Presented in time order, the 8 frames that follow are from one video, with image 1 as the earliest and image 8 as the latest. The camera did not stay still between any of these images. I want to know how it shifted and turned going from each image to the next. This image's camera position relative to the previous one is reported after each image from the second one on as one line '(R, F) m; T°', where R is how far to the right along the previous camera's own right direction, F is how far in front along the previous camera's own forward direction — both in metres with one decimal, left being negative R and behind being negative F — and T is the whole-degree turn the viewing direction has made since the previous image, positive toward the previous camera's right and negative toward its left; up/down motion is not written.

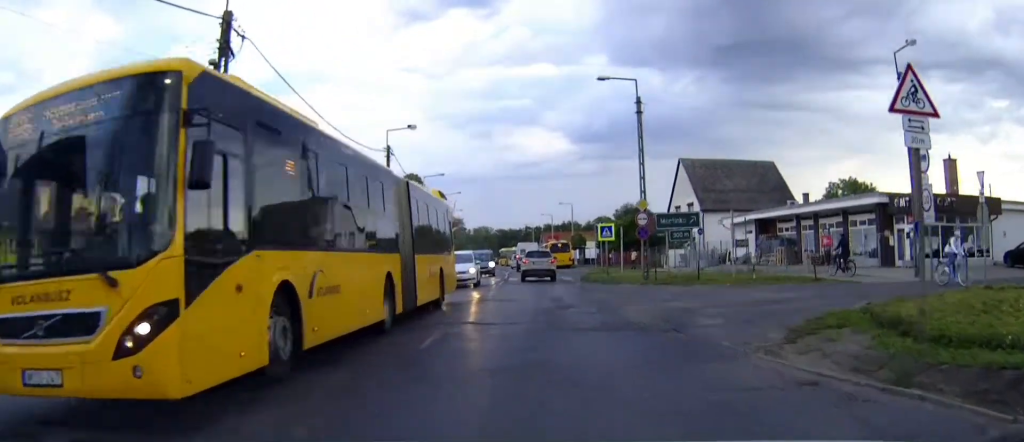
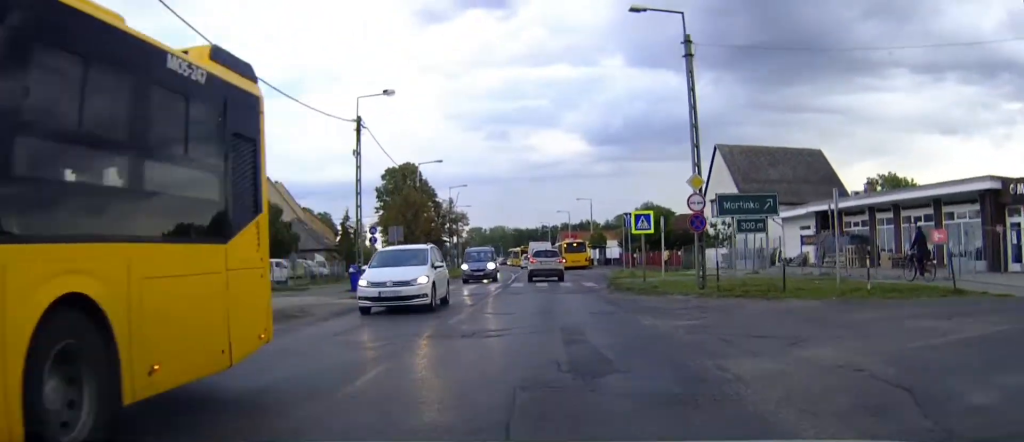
(-0.1, +9.1) m; -1°
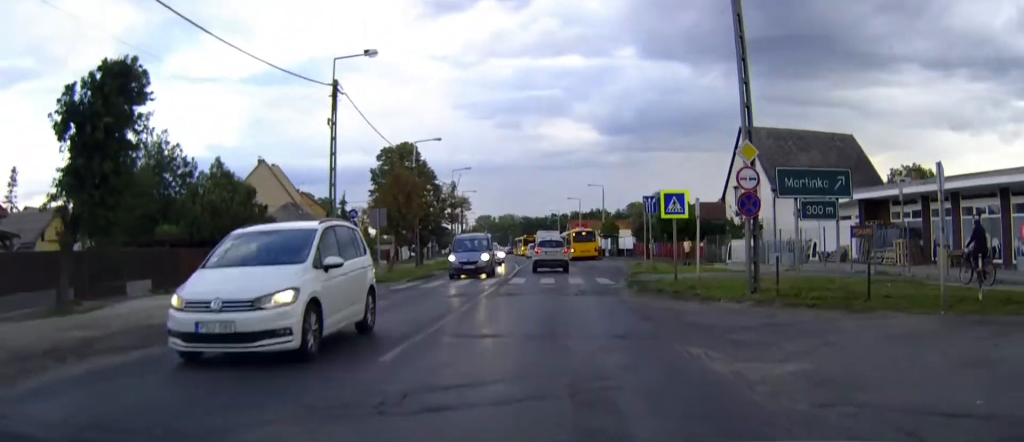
(-0.1, +5.5) m; -1°
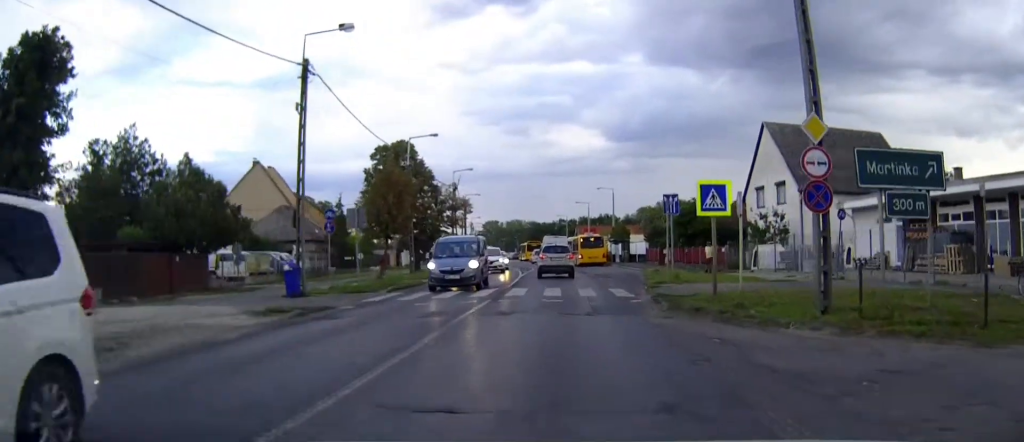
(0.0, +4.7) m; 0°
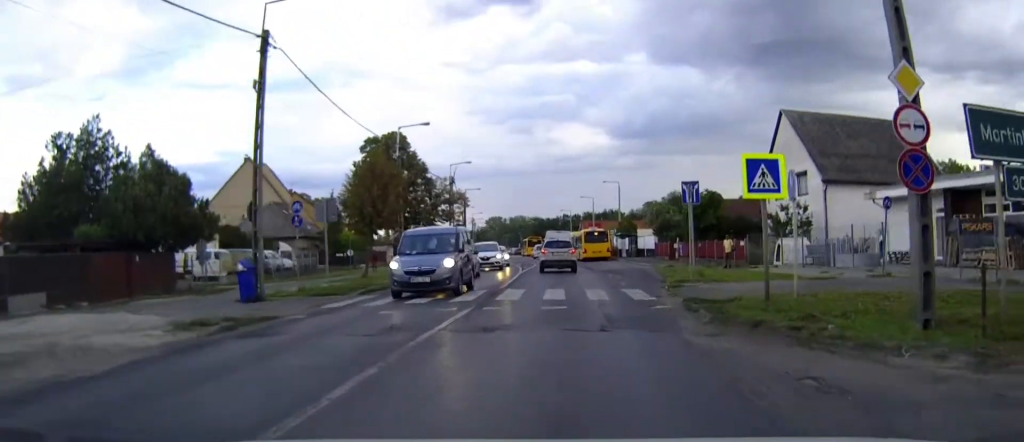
(0.0, +4.1) m; 0°
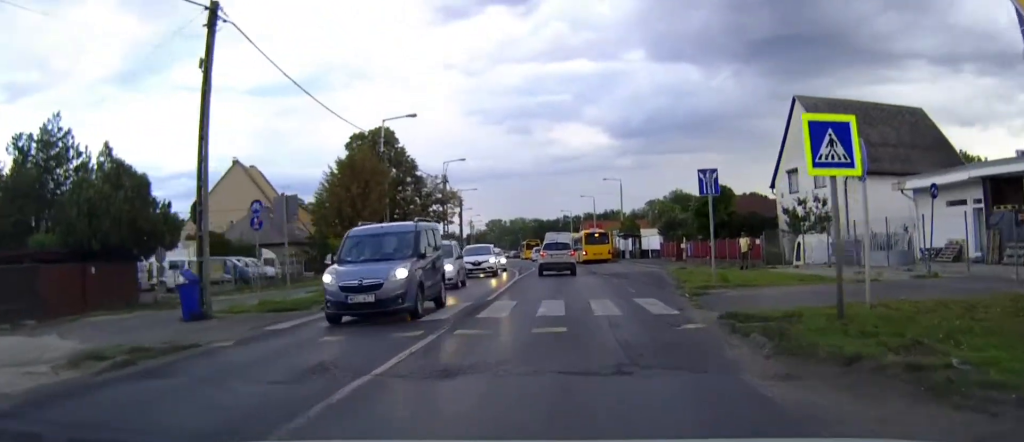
(0.0, +3.6) m; 0°
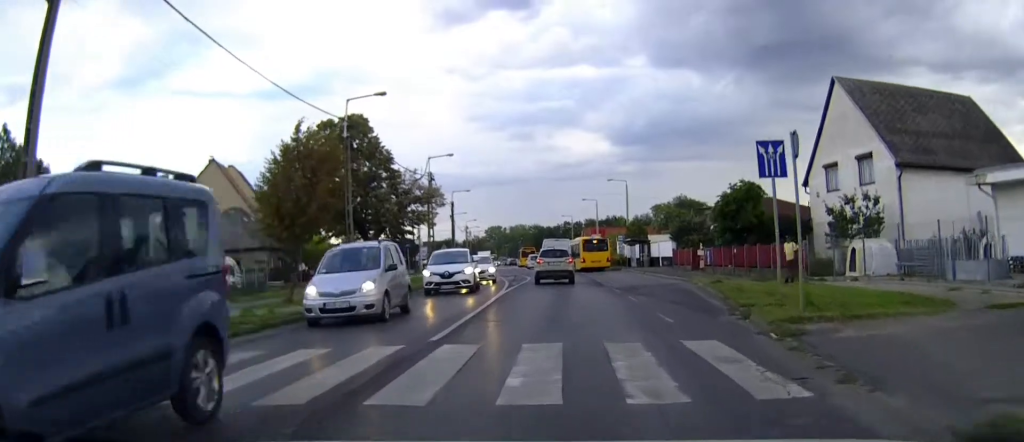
(0.0, +7.2) m; 0°
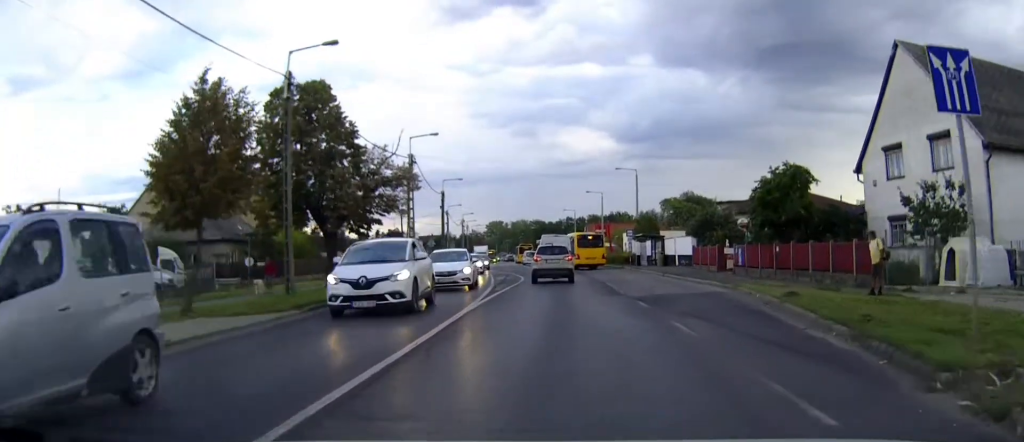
(0.0, +7.8) m; 0°
